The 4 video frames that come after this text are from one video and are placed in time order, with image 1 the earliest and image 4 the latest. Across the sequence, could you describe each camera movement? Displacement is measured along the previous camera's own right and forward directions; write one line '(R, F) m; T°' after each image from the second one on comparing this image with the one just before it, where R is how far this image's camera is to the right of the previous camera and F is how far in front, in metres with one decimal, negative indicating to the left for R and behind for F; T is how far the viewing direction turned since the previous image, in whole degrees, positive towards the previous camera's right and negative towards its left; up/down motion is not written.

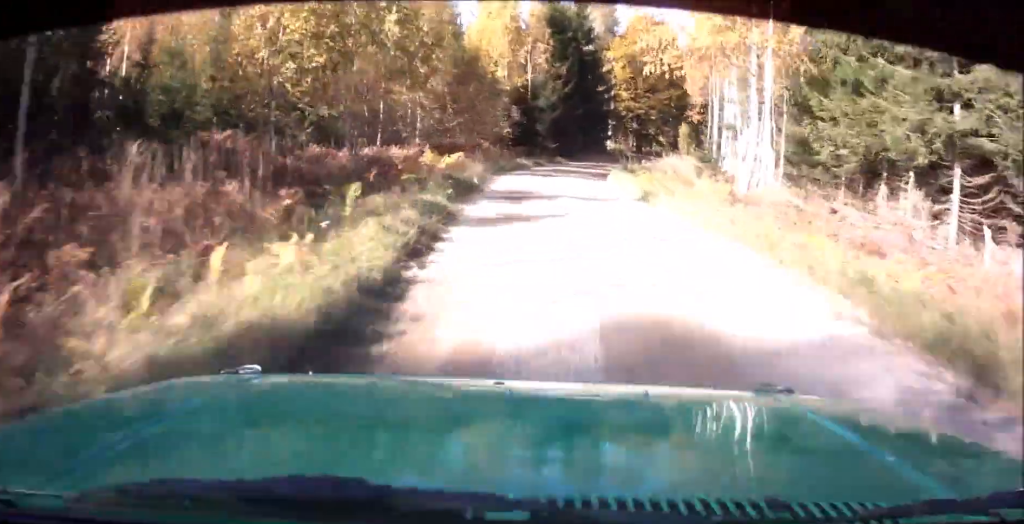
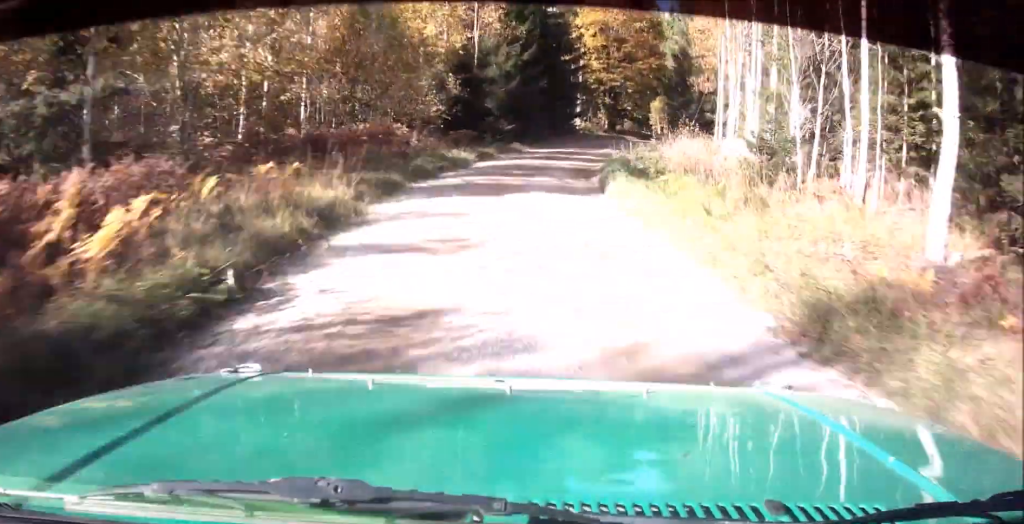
(-0.3, +12.5) m; +1°
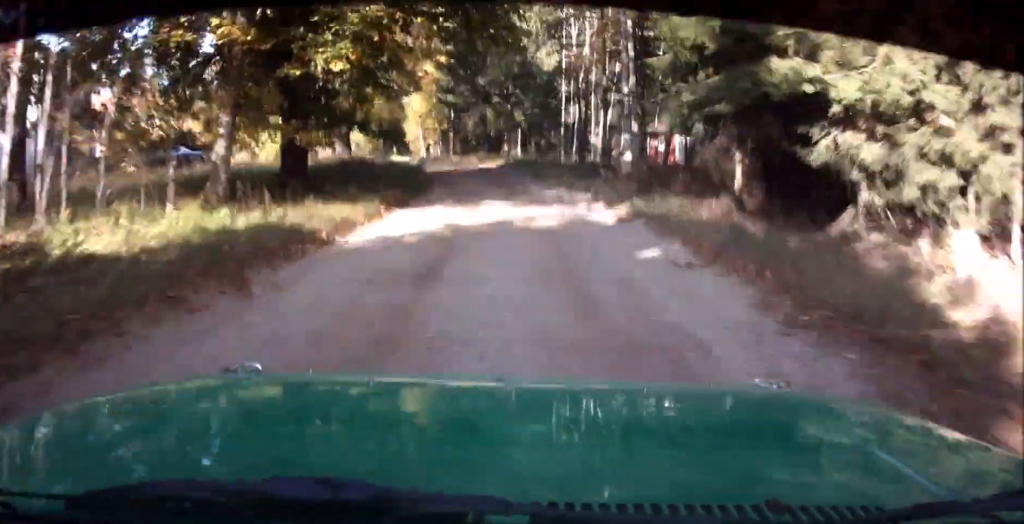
(+5.5, +55.2) m; +5°
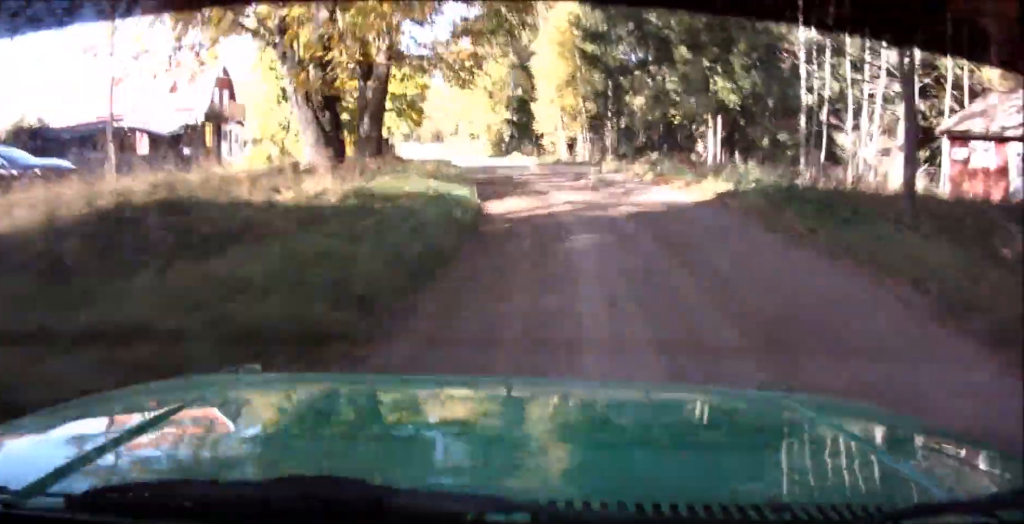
(-1.2, +24.6) m; -3°
